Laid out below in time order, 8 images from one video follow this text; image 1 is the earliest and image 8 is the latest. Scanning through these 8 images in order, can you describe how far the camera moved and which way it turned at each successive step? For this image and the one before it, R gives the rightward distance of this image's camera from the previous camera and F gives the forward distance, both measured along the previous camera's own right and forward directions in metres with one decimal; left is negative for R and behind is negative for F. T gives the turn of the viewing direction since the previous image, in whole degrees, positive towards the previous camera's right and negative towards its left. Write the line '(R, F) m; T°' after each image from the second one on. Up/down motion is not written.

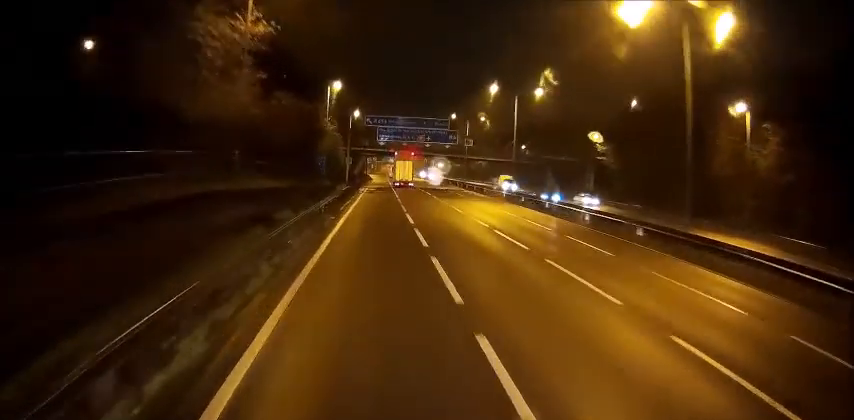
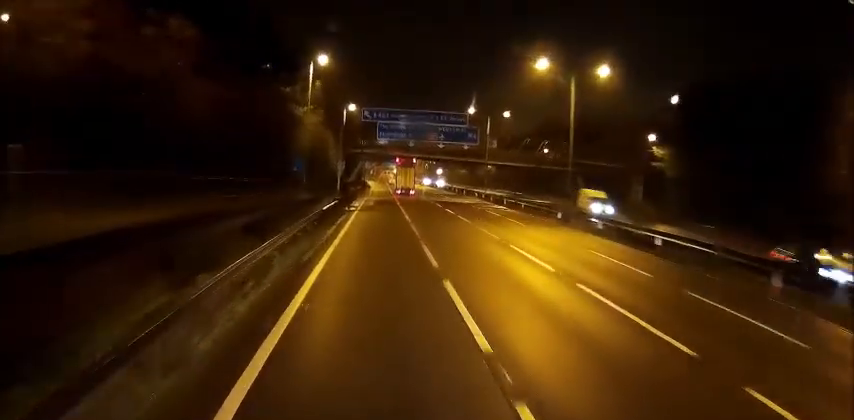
(0.0, +20.5) m; 0°
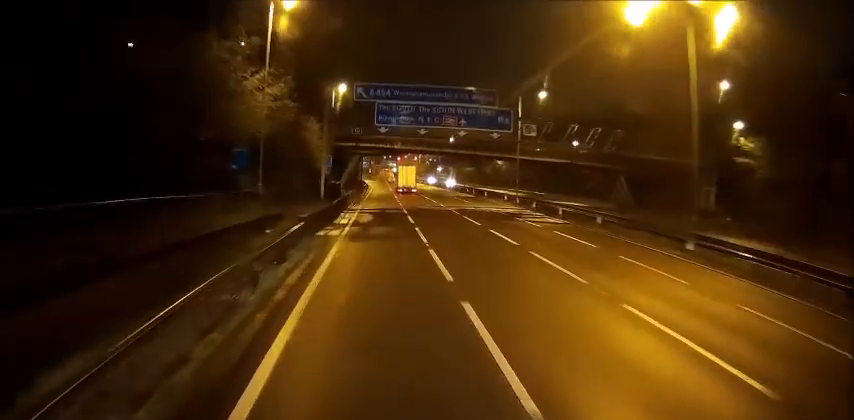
(0.0, +20.4) m; 0°
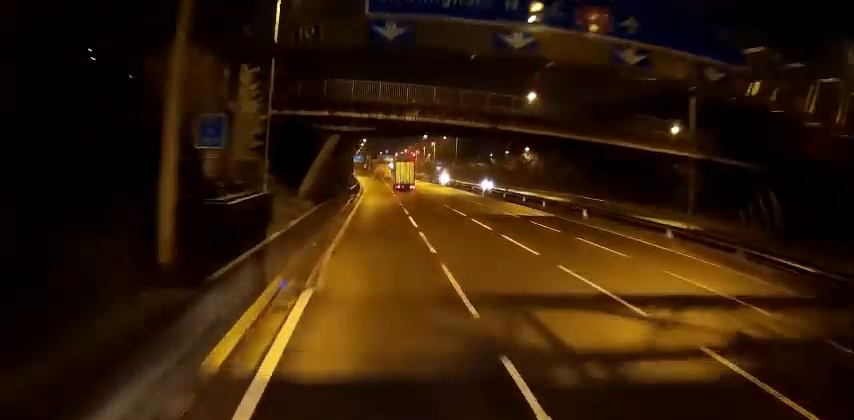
(+0.7, +39.0) m; +2°
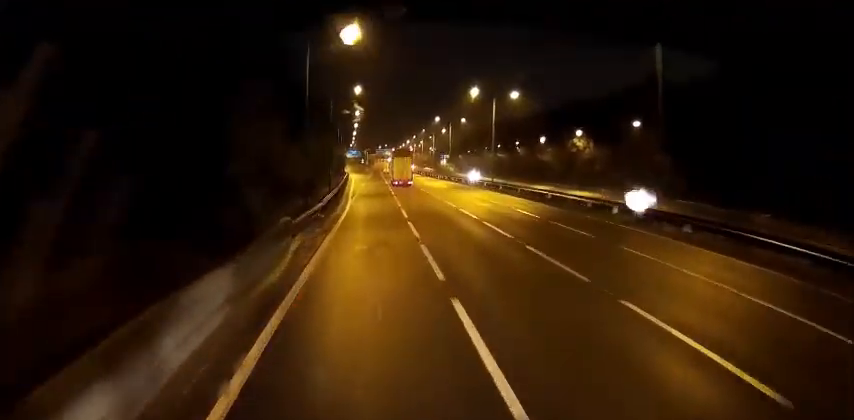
(+0.2, +40.6) m; 0°
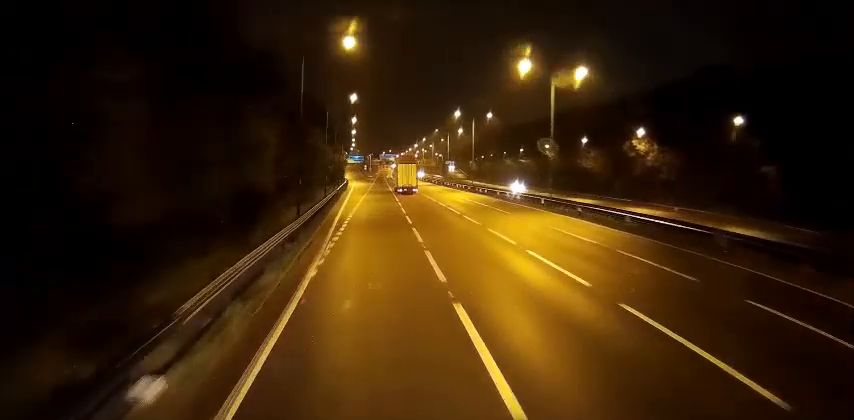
(0.0, +25.2) m; 0°
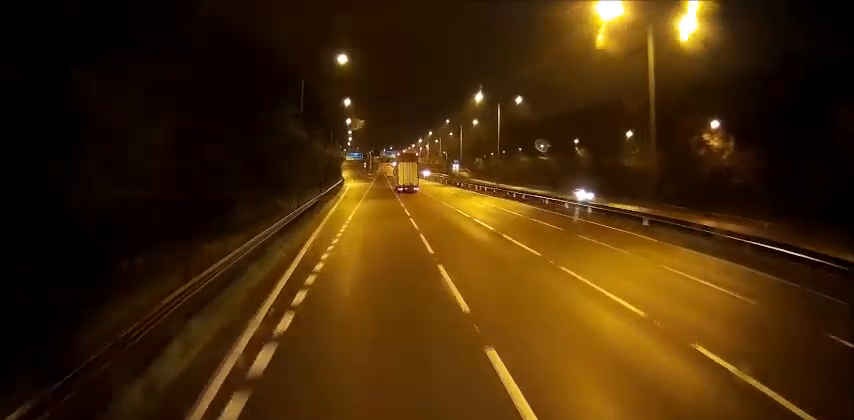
(0.0, +20.3) m; 0°
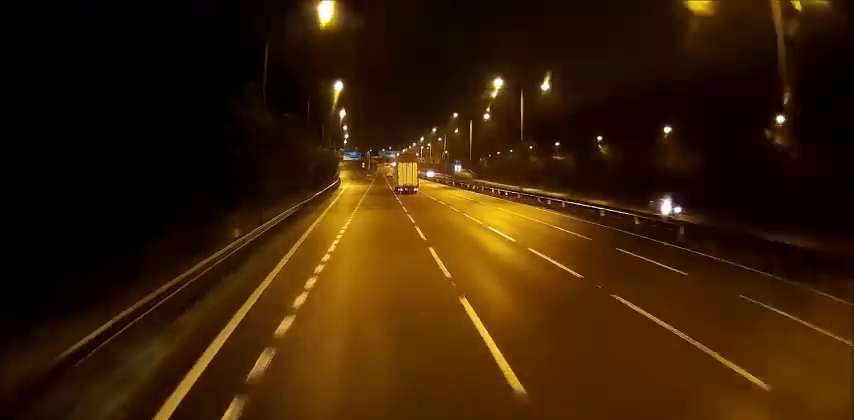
(0.0, +13.0) m; 0°
